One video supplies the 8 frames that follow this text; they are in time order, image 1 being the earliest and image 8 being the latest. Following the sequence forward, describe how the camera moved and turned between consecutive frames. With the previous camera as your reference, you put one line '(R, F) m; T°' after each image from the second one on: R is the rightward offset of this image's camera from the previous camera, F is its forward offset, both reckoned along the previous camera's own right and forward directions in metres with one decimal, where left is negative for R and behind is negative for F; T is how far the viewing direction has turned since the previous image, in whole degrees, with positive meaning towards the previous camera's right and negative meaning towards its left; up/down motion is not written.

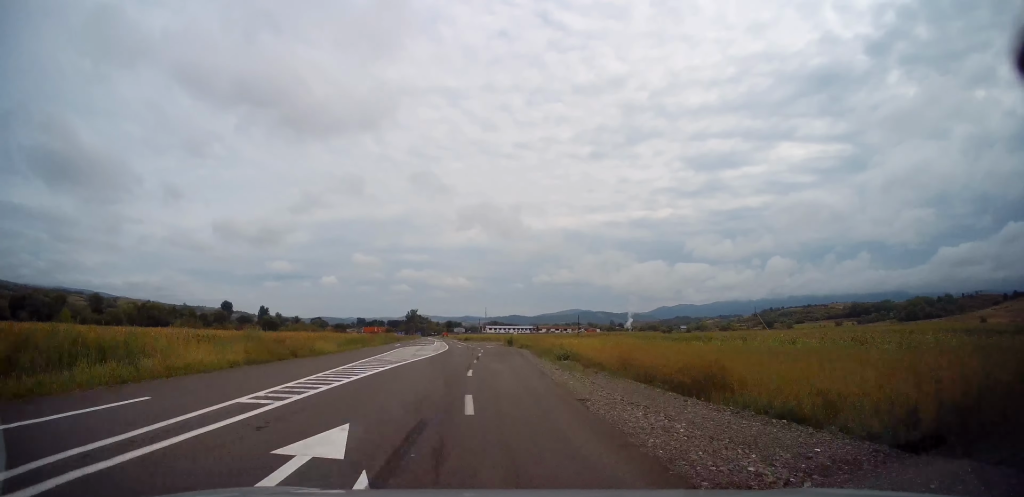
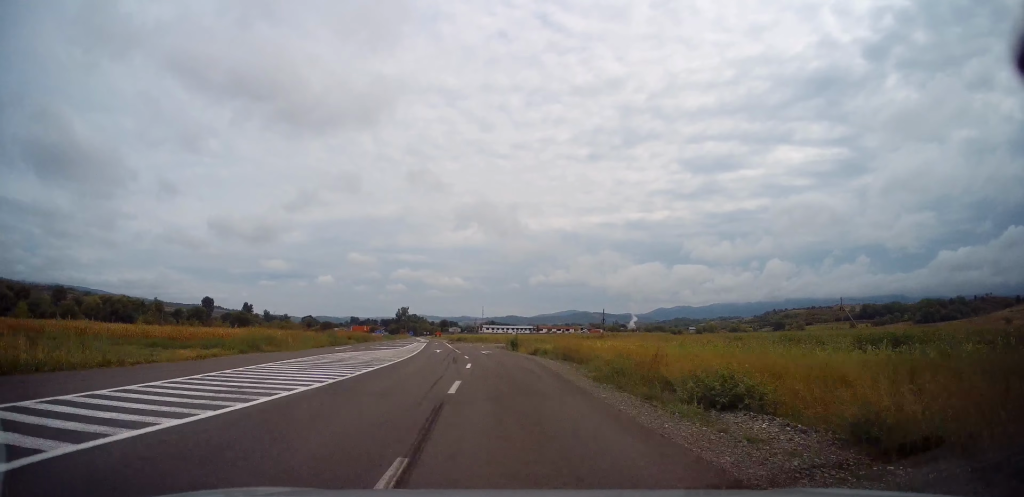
(+0.3, +23.8) m; +2°
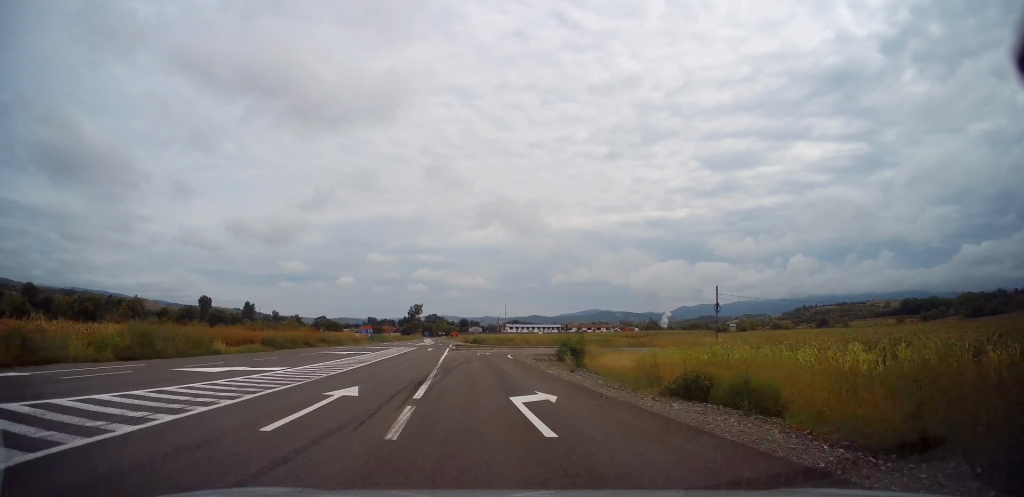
(-0.6, +31.3) m; -3°
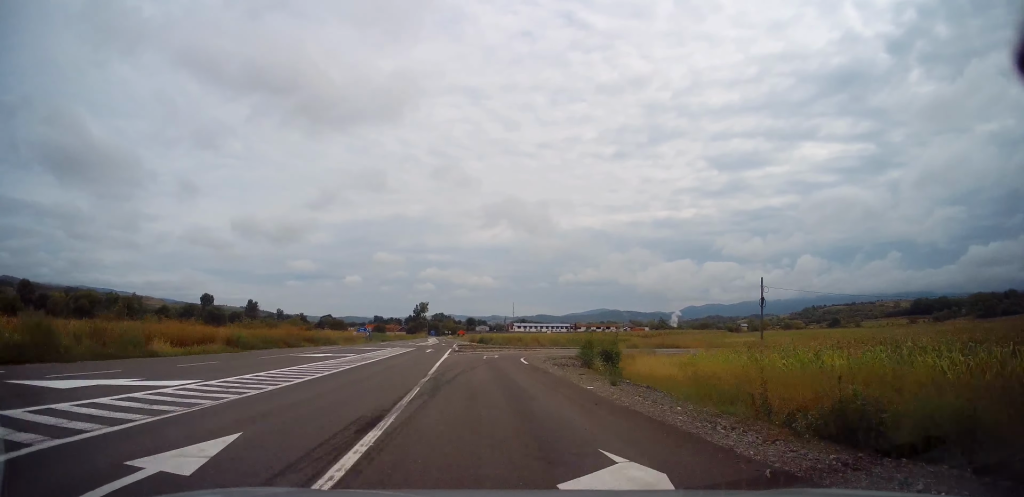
(0.0, +6.2) m; 0°
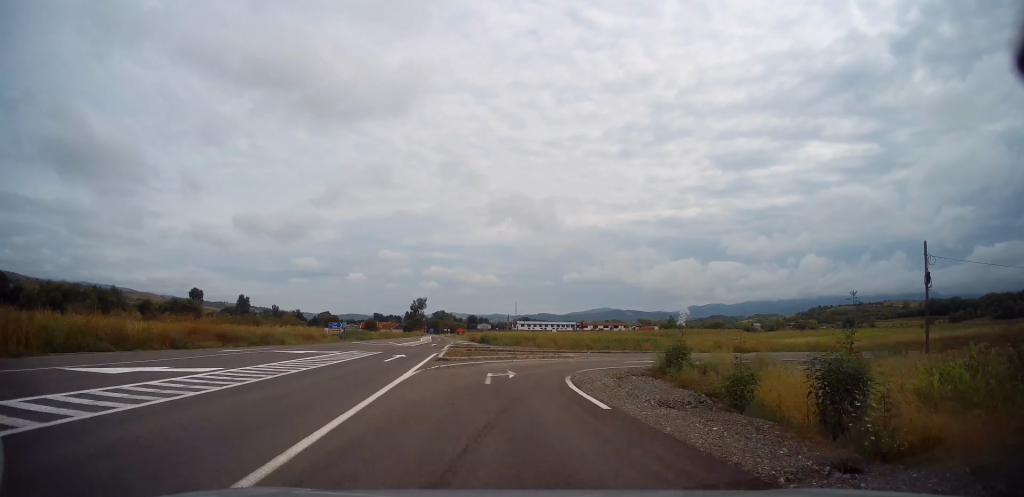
(0.0, +15.5) m; 0°
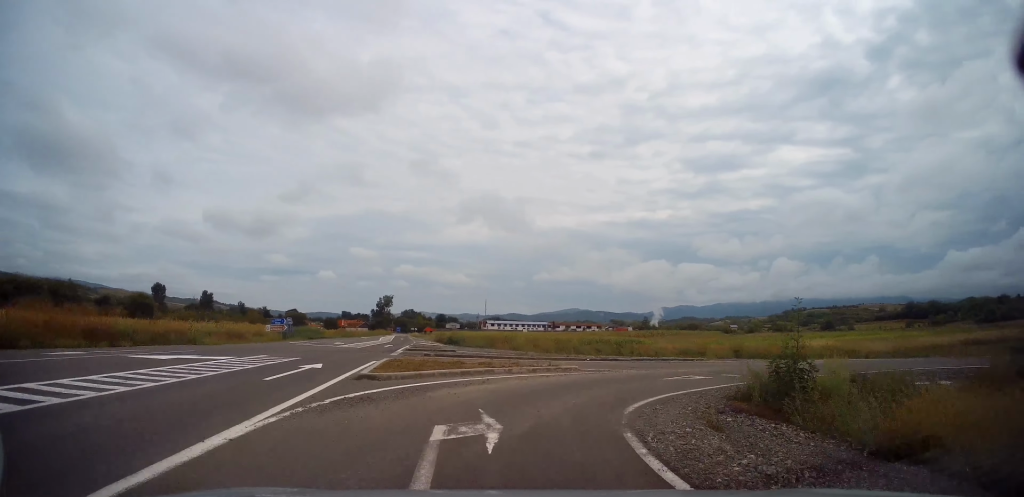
(-0.2, +9.5) m; +2°
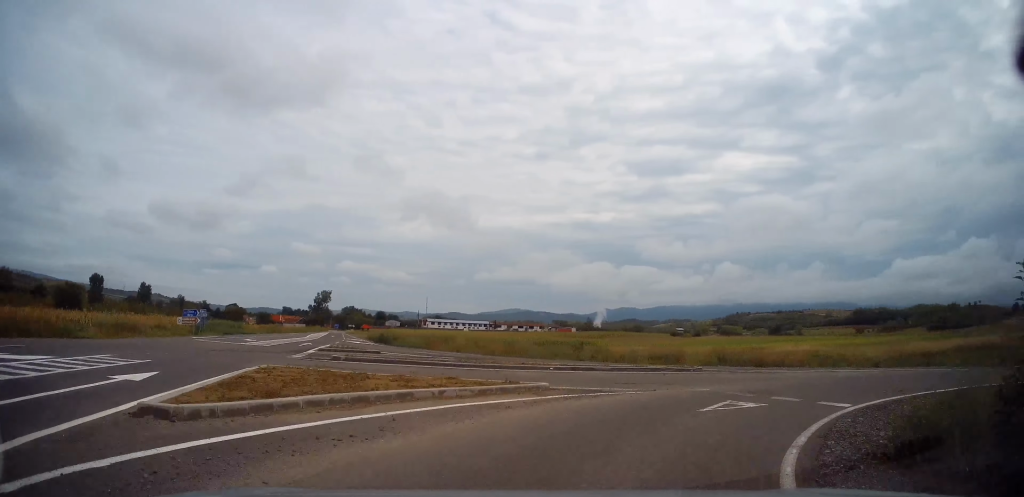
(+0.1, +7.2) m; +7°
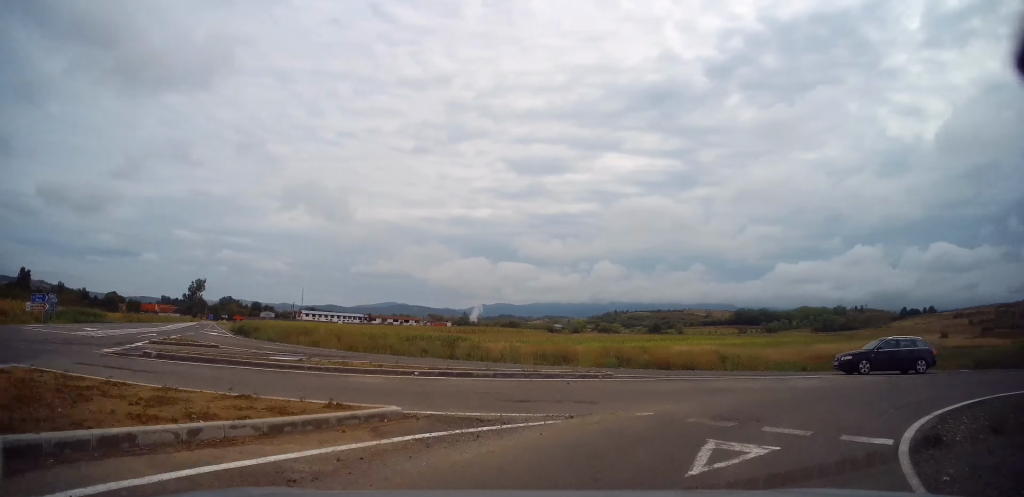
(+0.7, +5.1) m; +14°
